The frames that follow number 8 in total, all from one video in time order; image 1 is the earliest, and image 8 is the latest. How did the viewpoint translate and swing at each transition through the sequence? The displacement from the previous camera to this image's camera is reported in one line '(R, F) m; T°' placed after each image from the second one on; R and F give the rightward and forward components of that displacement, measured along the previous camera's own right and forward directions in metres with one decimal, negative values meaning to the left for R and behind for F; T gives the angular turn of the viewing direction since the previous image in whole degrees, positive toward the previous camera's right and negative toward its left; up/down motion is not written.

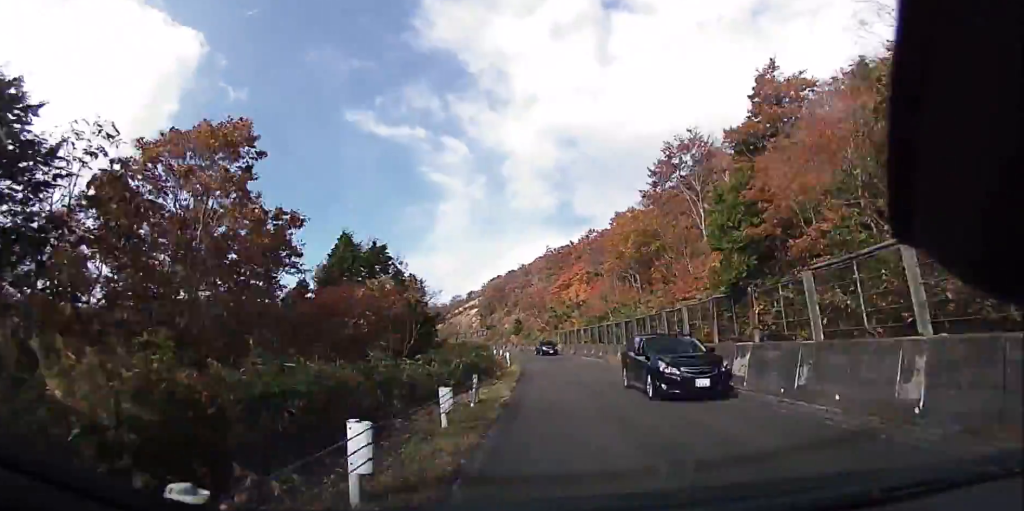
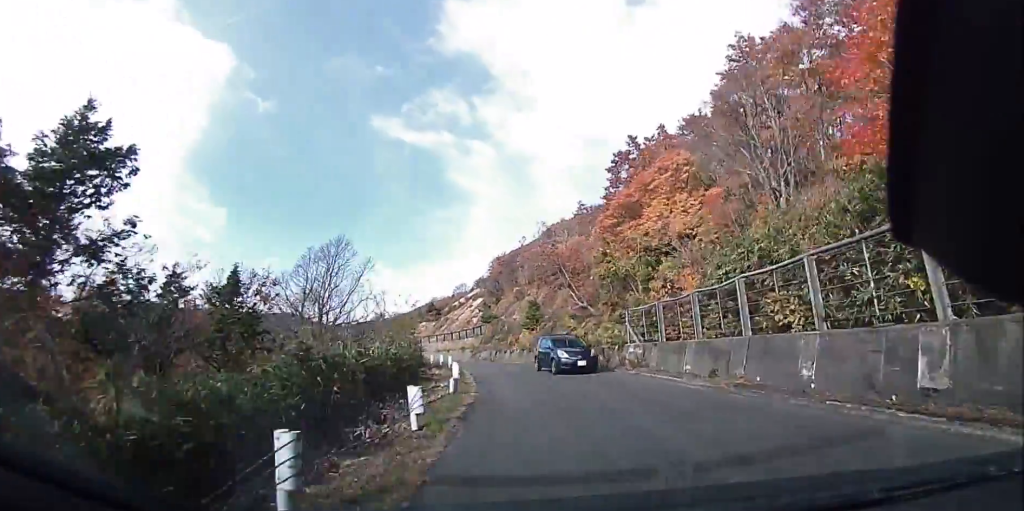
(+0.4, +32.9) m; -4°
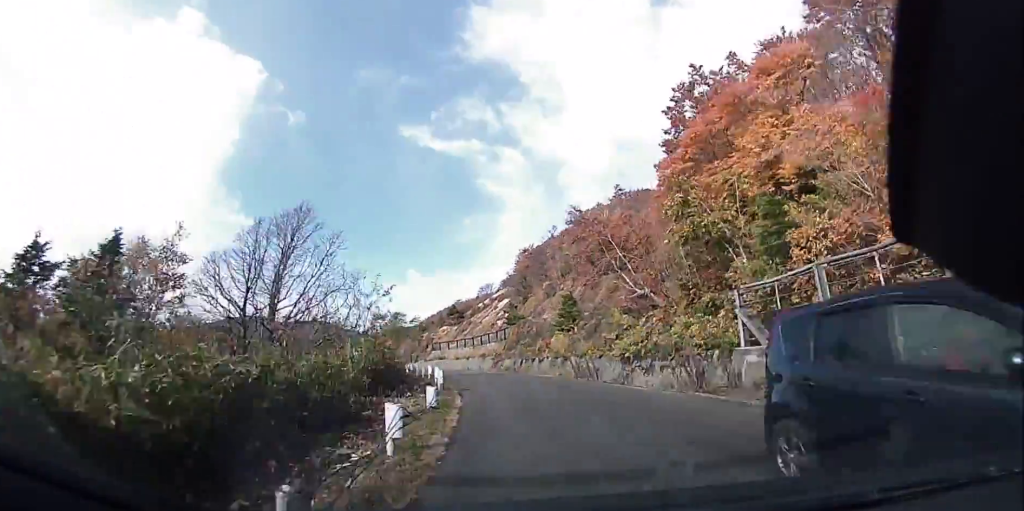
(-0.7, +8.7) m; -4°
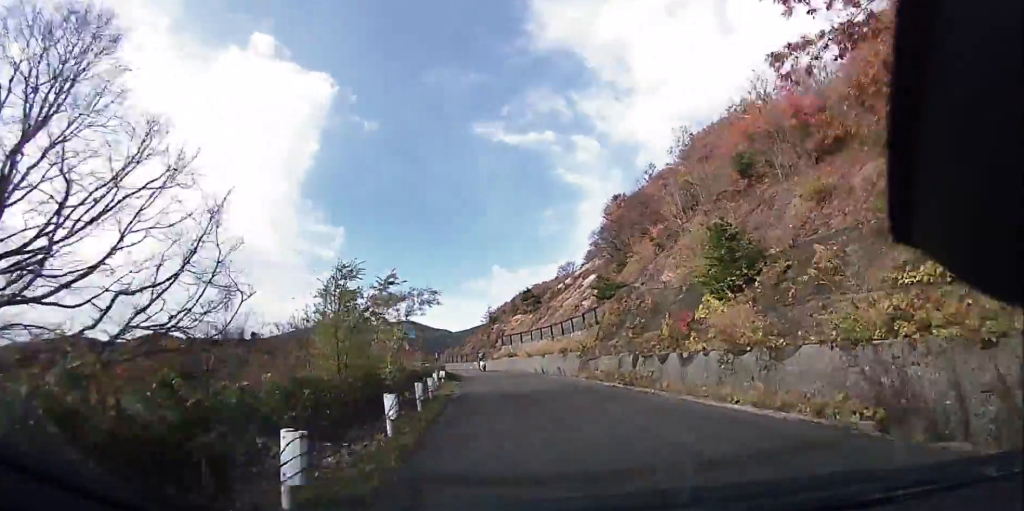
(-0.7, +14.8) m; -7°
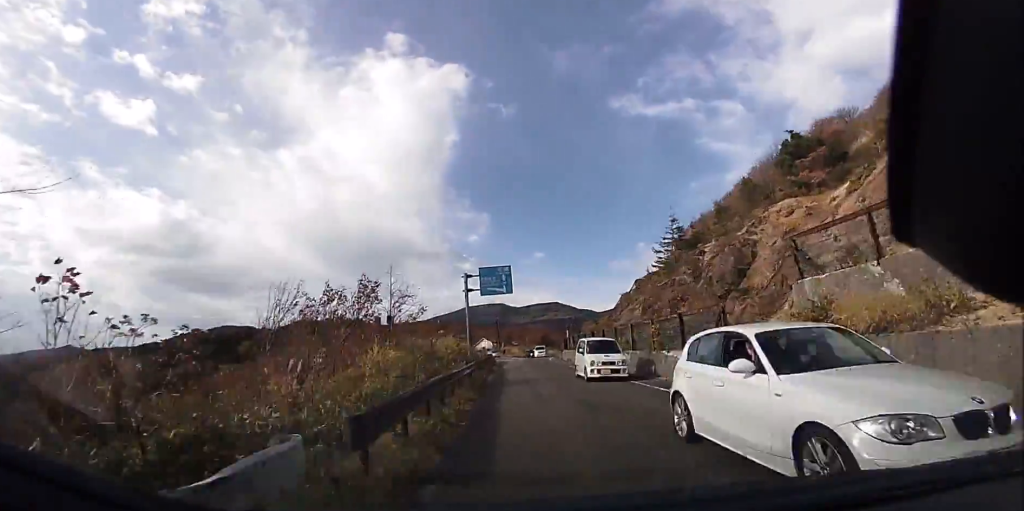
(-9.2, +42.8) m; -21°
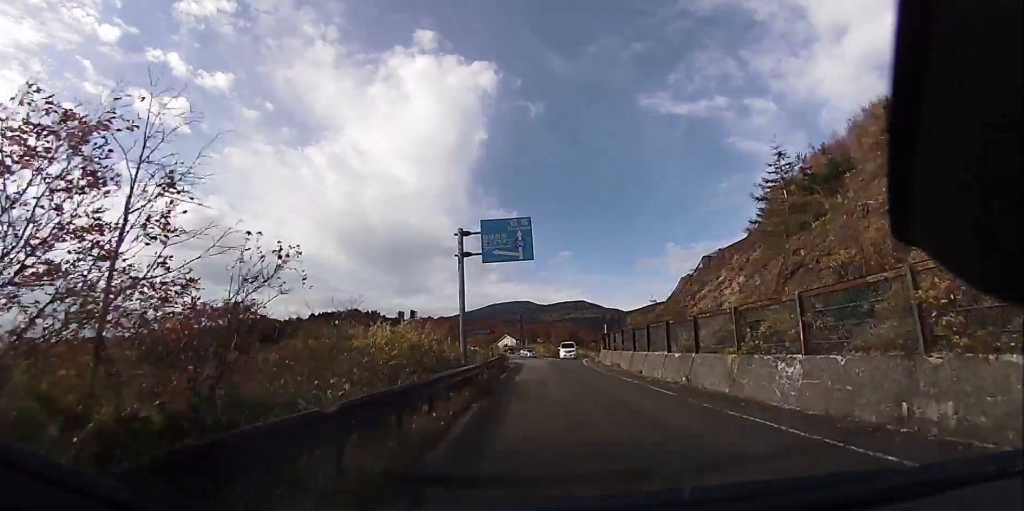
(-0.3, +12.4) m; -2°
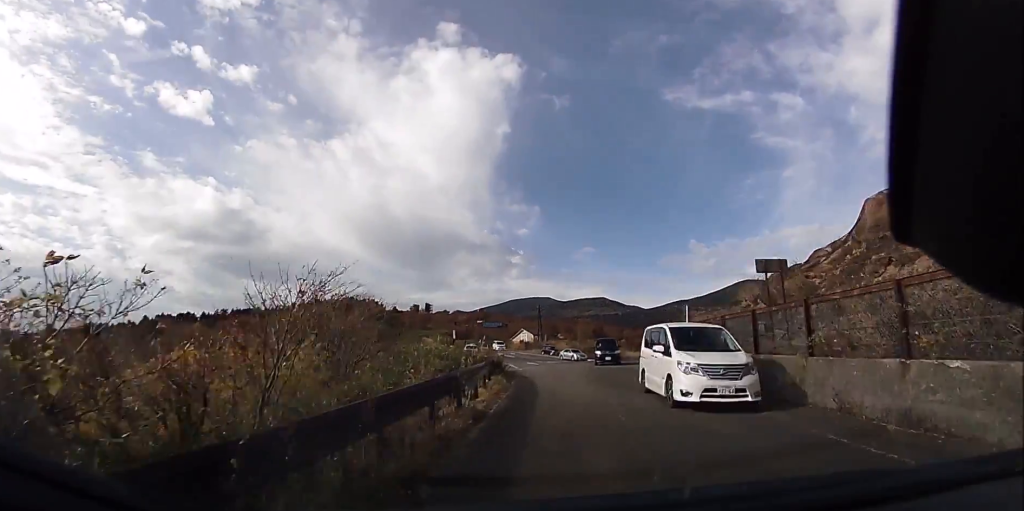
(-0.6, +19.4) m; -4°
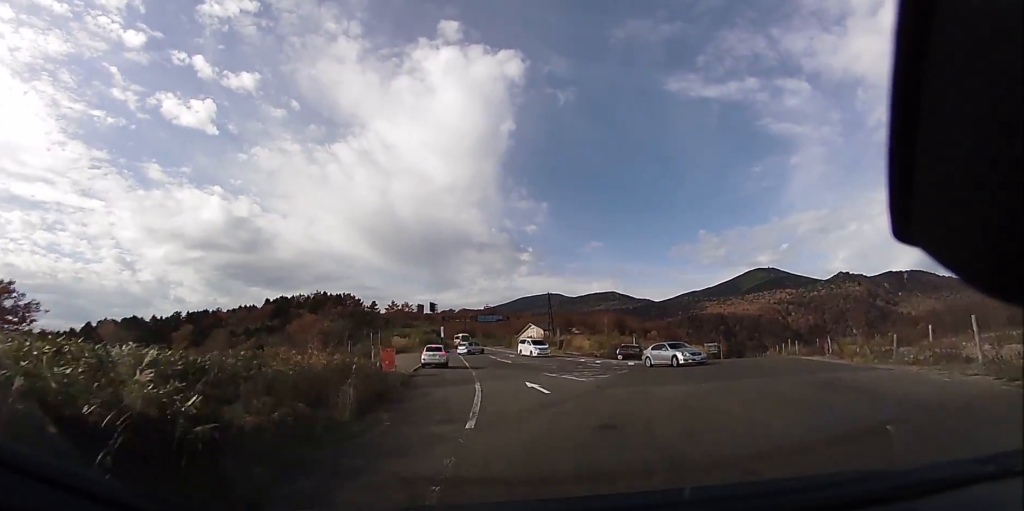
(-0.8, +24.2) m; -3°
